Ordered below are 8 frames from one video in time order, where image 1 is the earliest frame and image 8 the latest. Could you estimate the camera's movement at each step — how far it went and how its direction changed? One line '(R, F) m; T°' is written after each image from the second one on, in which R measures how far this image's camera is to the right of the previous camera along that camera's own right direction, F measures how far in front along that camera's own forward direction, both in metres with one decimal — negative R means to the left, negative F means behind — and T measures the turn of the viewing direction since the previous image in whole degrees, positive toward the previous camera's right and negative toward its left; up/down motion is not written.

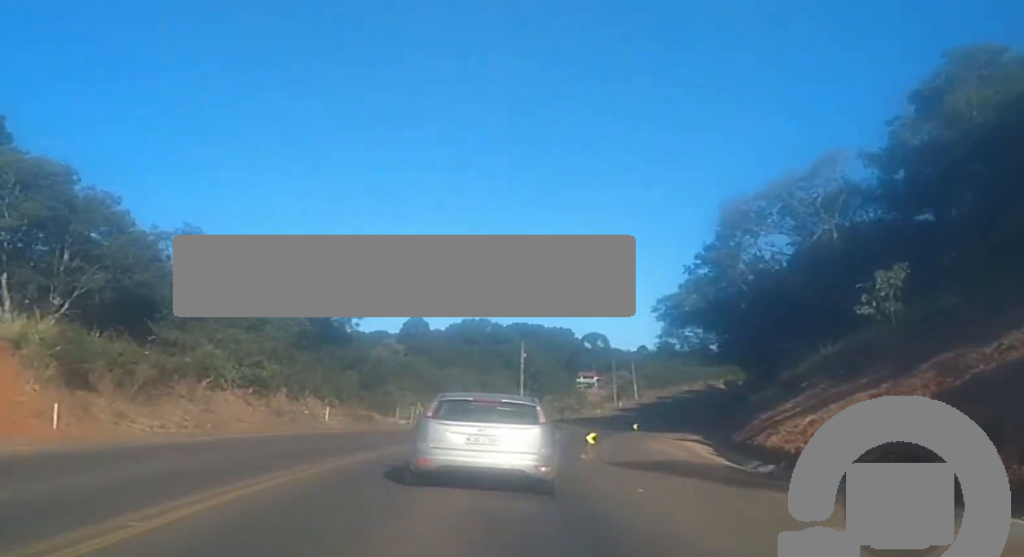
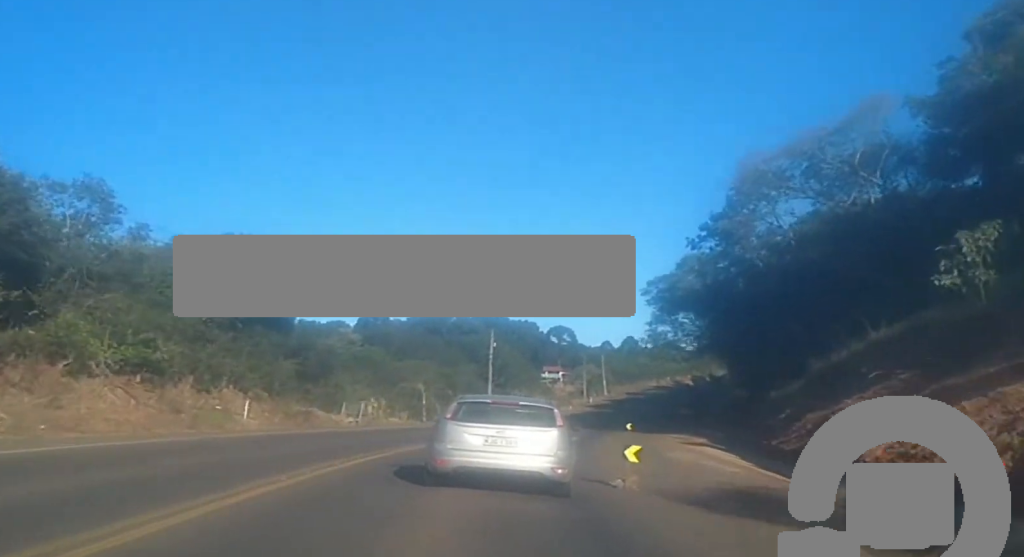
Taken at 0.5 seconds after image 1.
(+0.2, +10.0) m; +2°
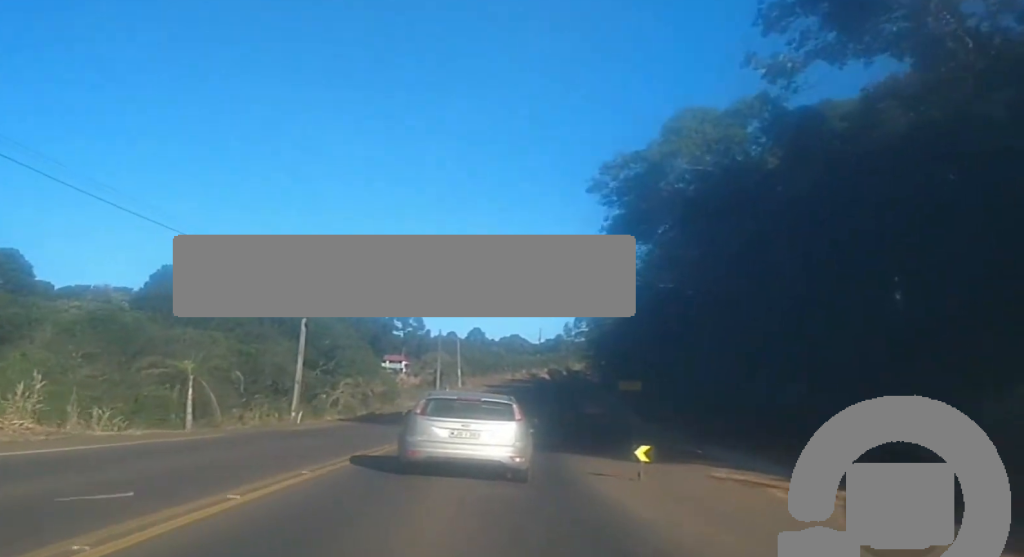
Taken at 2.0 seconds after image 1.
(+2.8, +33.3) m; +10°
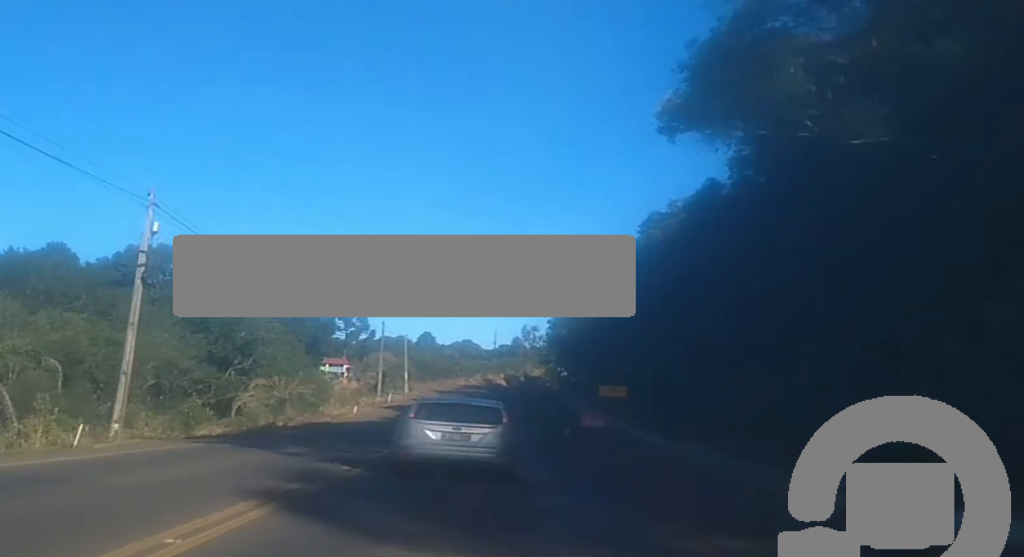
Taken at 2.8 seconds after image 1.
(+0.8, +18.5) m; +3°
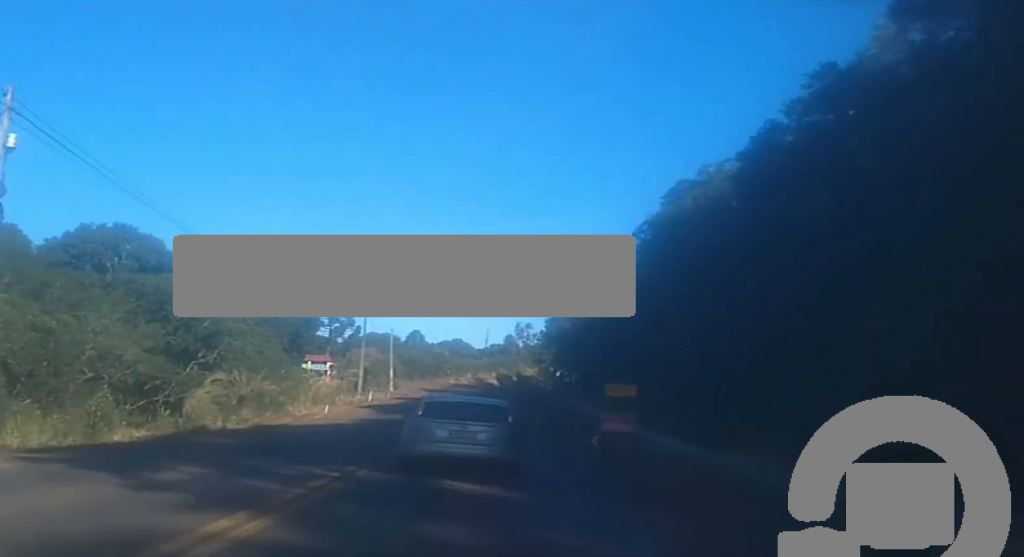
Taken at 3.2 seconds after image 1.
(0.0, +8.9) m; 0°
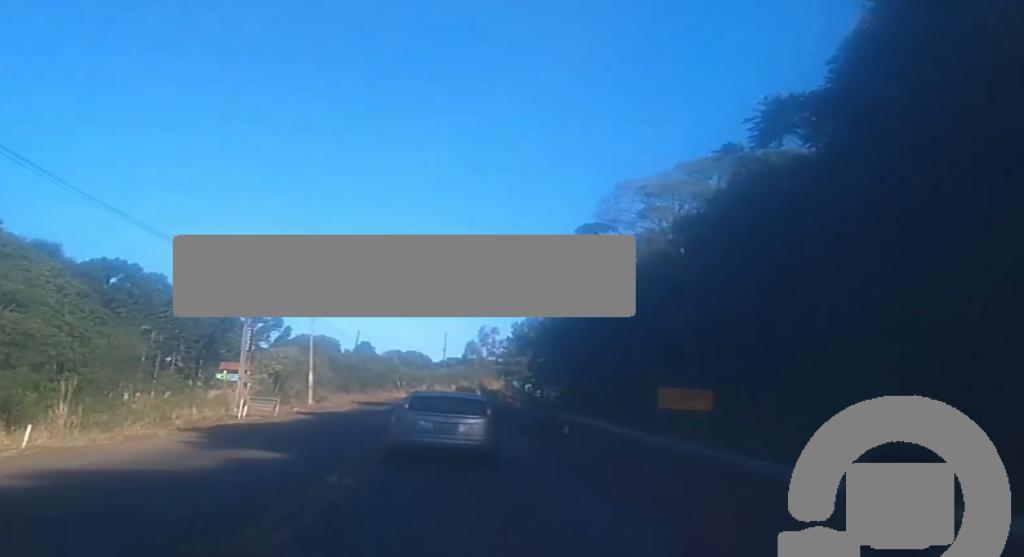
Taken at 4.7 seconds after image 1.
(+0.3, +32.6) m; +1°
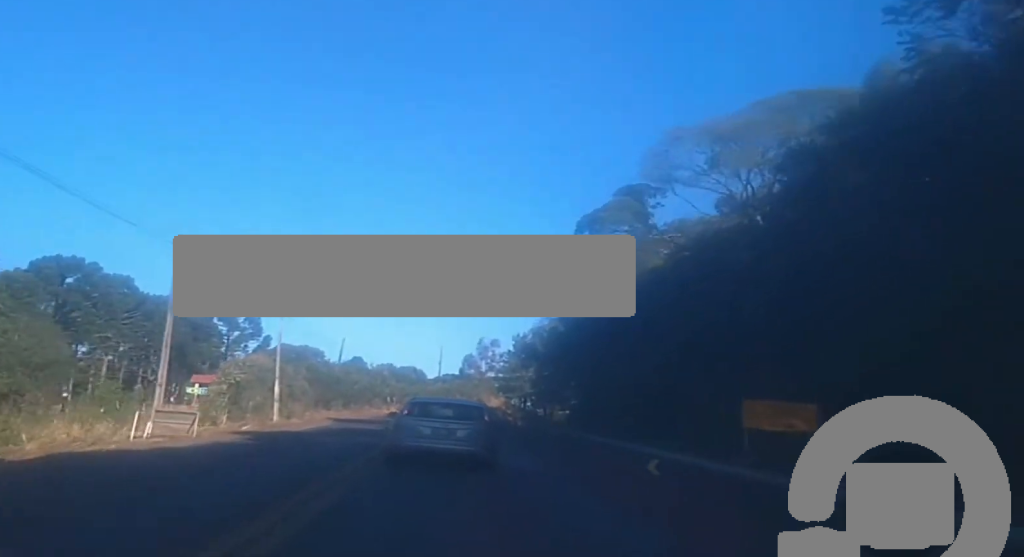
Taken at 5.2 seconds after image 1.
(0.0, +12.3) m; 0°
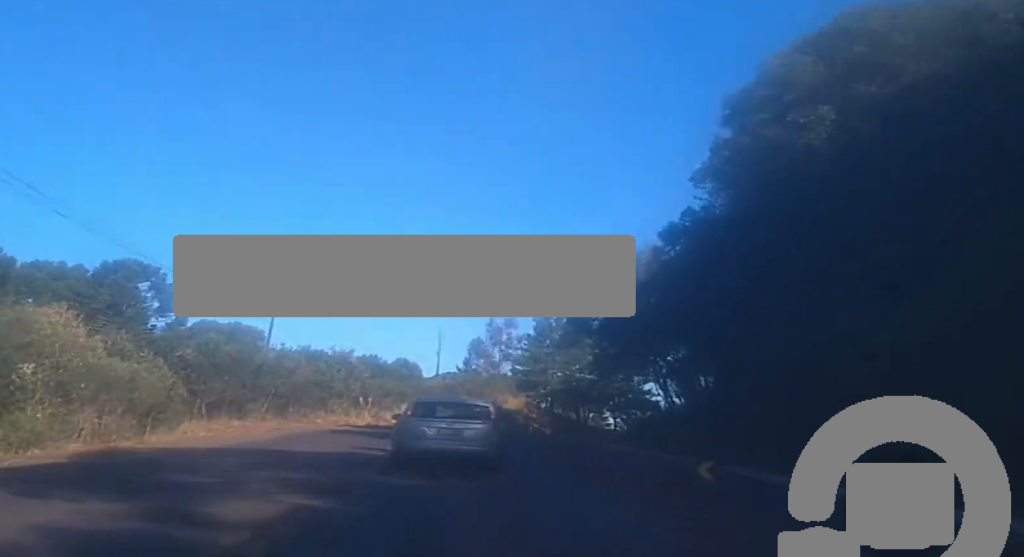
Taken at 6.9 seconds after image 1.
(+1.5, +38.4) m; +5°
